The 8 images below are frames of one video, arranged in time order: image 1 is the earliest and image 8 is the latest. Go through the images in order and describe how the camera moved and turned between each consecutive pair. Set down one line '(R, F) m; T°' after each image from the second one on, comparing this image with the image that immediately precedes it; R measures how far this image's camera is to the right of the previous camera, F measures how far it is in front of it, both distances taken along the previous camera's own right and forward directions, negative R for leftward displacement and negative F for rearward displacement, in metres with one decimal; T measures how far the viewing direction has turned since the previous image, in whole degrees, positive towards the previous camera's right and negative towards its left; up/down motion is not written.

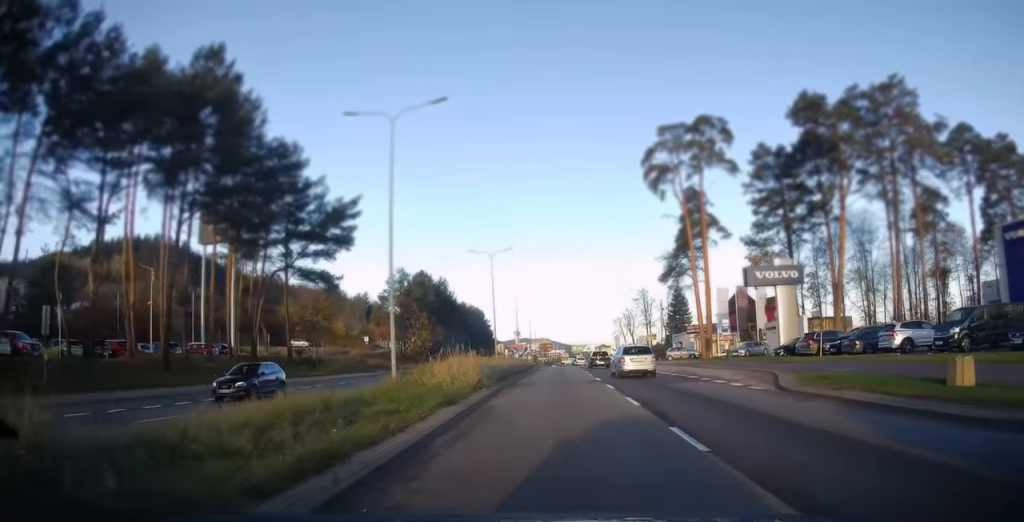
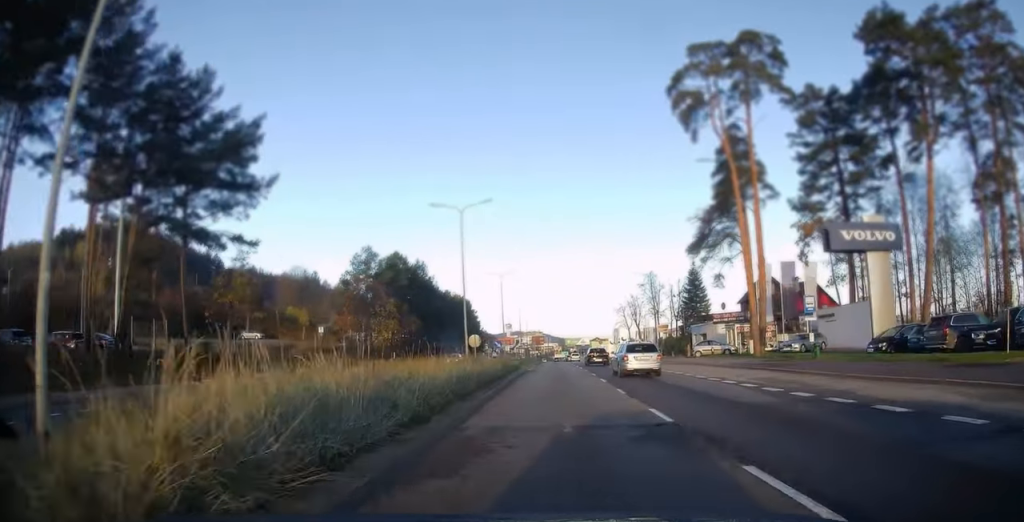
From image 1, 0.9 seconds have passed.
(0.0, +15.2) m; 0°
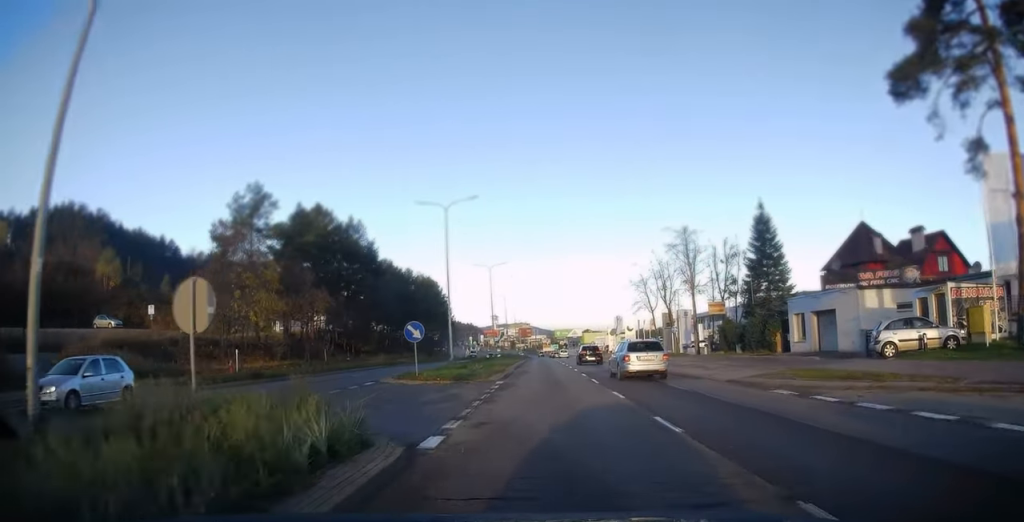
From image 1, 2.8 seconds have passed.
(+0.7, +31.3) m; +2°
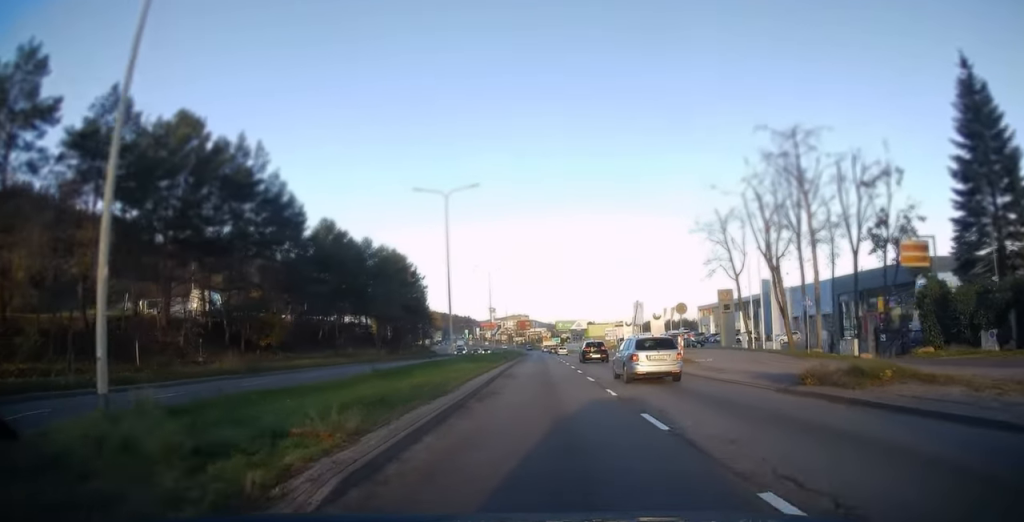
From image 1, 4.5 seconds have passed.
(0.0, +29.8) m; 0°
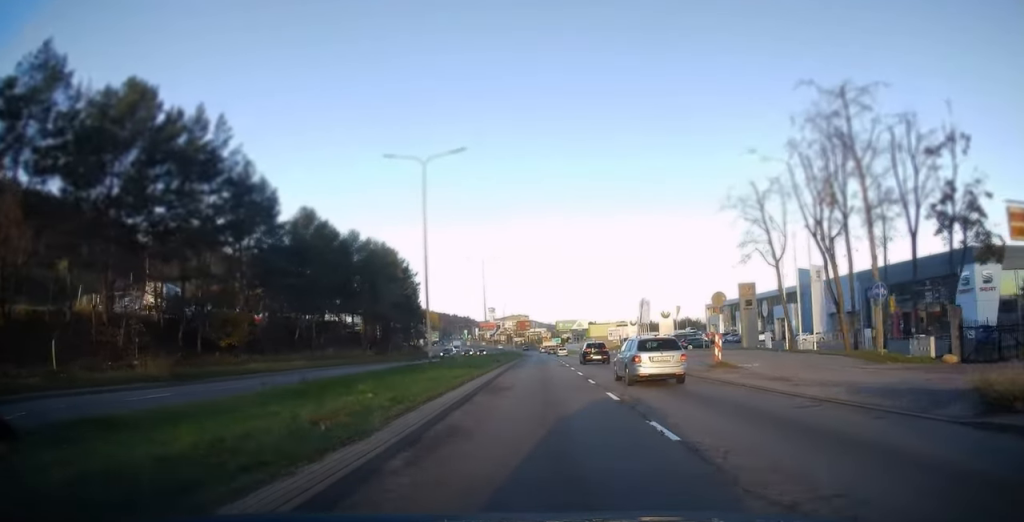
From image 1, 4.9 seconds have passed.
(0.0, +6.9) m; 0°
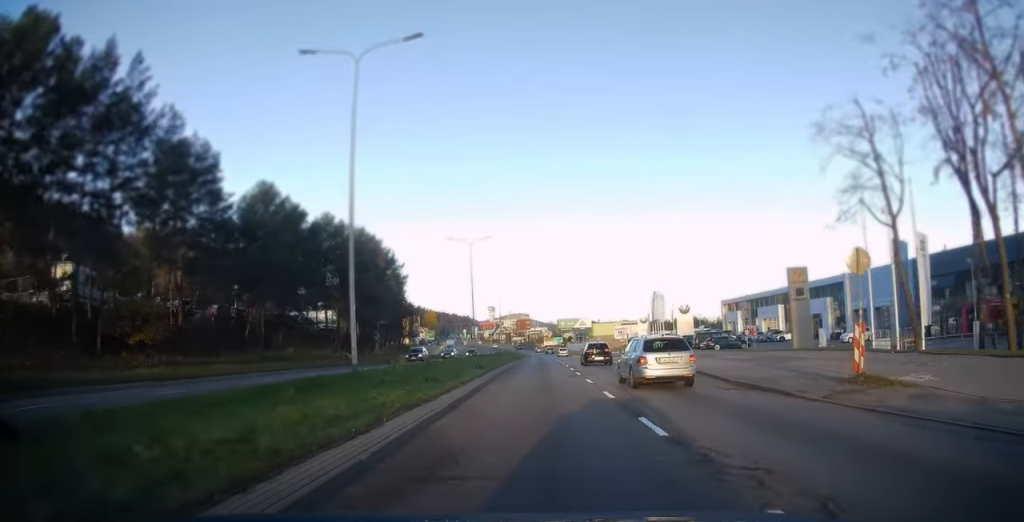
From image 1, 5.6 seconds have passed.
(+0.1, +11.4) m; 0°
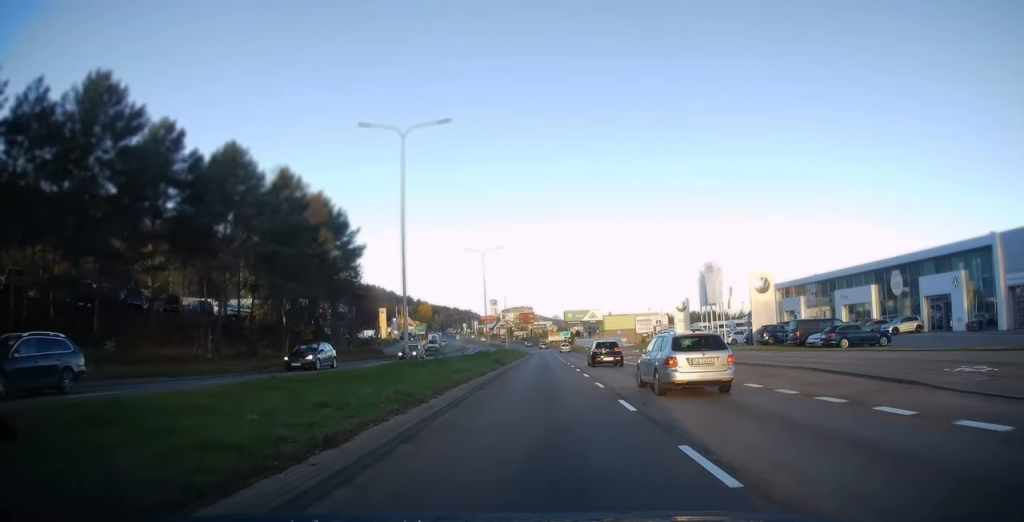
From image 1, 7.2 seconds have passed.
(-0.1, +26.8) m; 0°
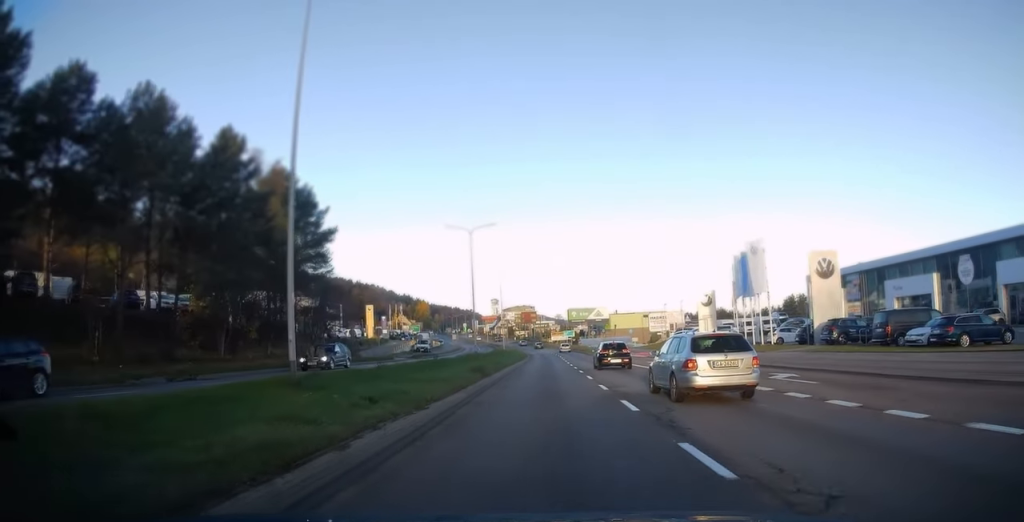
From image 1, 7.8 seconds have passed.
(0.0, +11.7) m; 0°
